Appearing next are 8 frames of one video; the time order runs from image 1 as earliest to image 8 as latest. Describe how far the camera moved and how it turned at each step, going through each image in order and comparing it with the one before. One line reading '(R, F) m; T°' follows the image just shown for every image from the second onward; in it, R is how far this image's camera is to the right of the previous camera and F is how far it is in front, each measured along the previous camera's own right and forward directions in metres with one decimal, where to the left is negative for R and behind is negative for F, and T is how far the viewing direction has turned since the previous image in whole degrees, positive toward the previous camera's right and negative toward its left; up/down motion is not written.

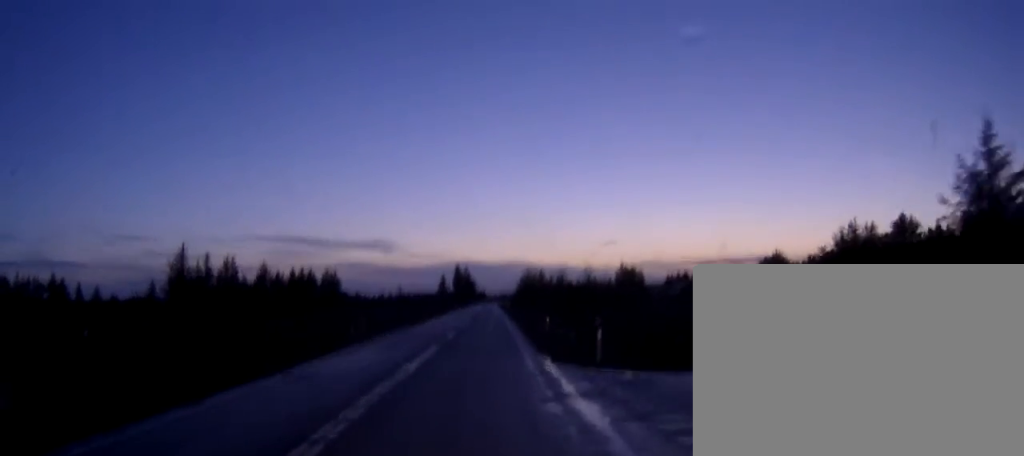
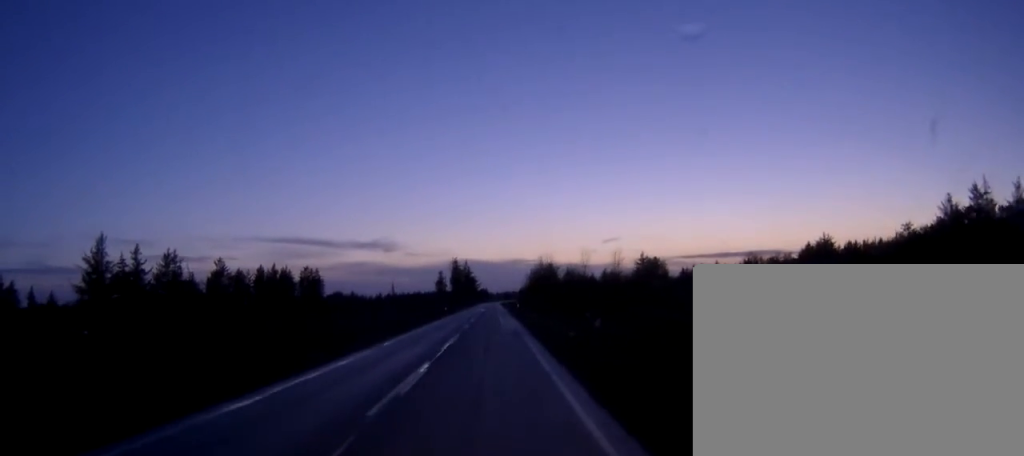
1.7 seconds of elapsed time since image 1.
(0.0, +36.0) m; 0°
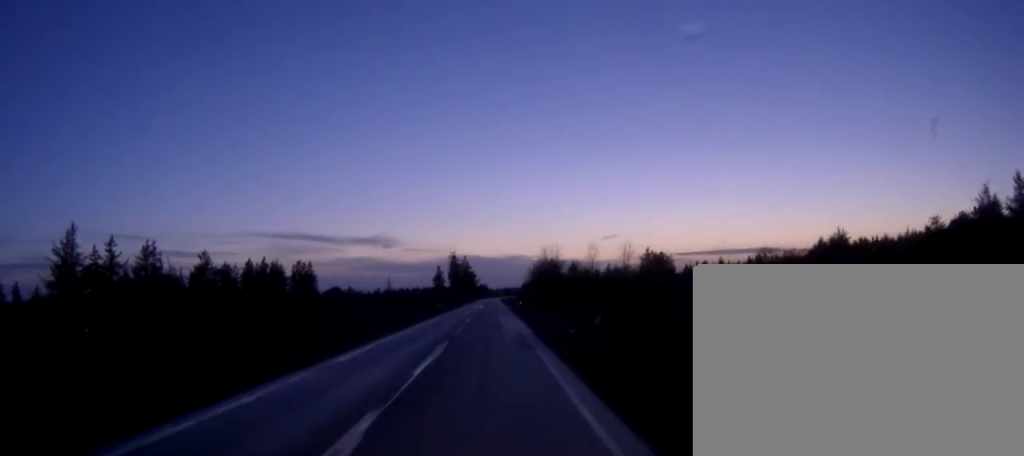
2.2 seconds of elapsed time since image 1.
(0.0, +9.7) m; 0°
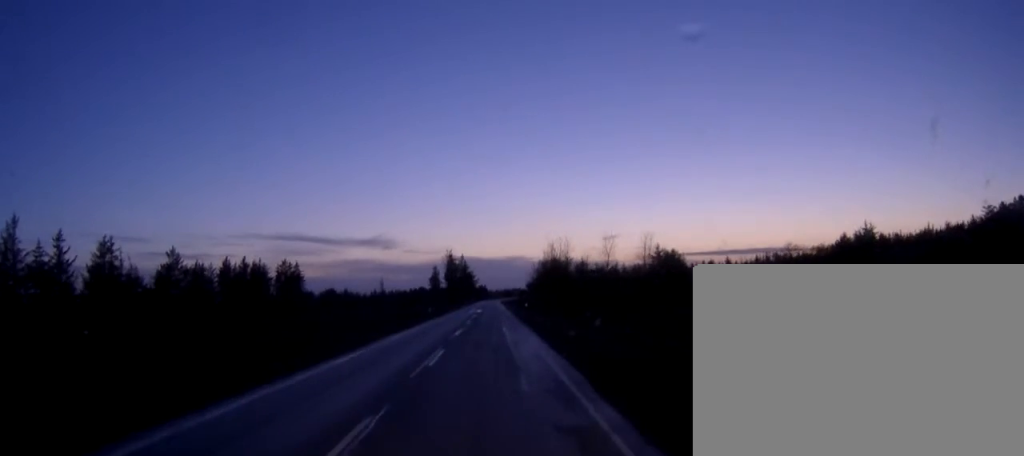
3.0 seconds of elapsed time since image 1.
(+0.1, +16.5) m; 0°
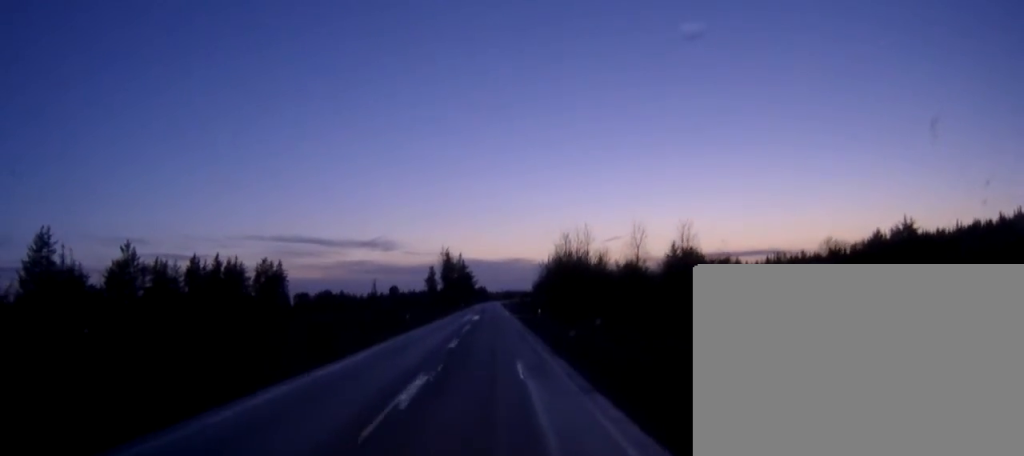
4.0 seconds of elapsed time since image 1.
(-0.2, +19.9) m; 0°
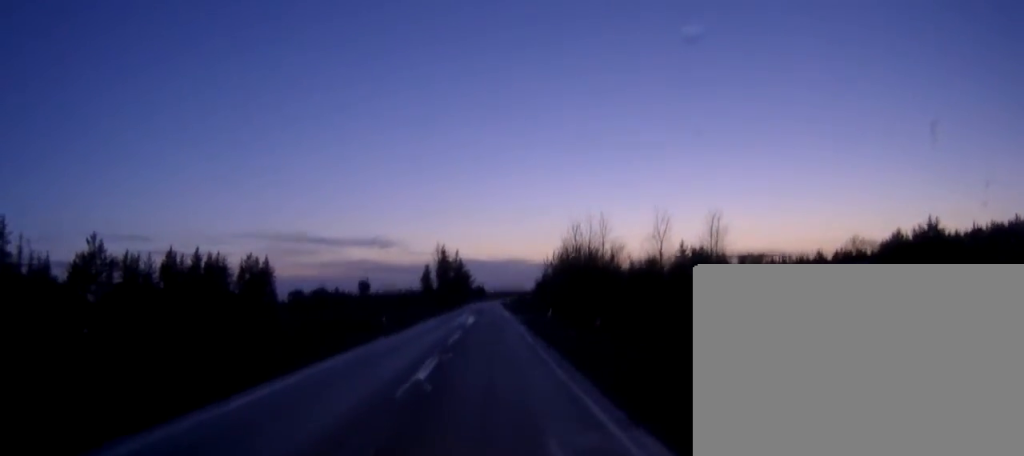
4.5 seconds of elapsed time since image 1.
(0.0, +11.7) m; 0°
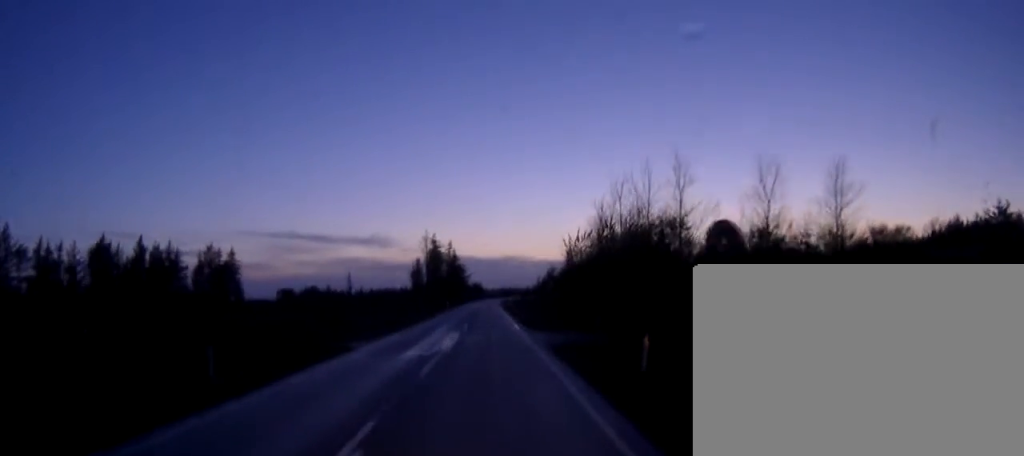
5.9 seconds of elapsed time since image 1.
(+0.1, +27.8) m; 0°
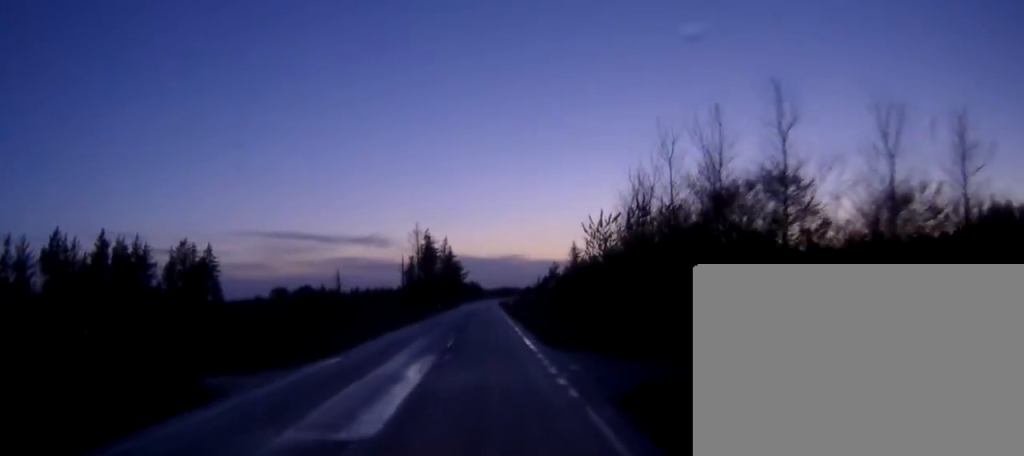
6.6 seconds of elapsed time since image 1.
(0.0, +14.7) m; 0°
